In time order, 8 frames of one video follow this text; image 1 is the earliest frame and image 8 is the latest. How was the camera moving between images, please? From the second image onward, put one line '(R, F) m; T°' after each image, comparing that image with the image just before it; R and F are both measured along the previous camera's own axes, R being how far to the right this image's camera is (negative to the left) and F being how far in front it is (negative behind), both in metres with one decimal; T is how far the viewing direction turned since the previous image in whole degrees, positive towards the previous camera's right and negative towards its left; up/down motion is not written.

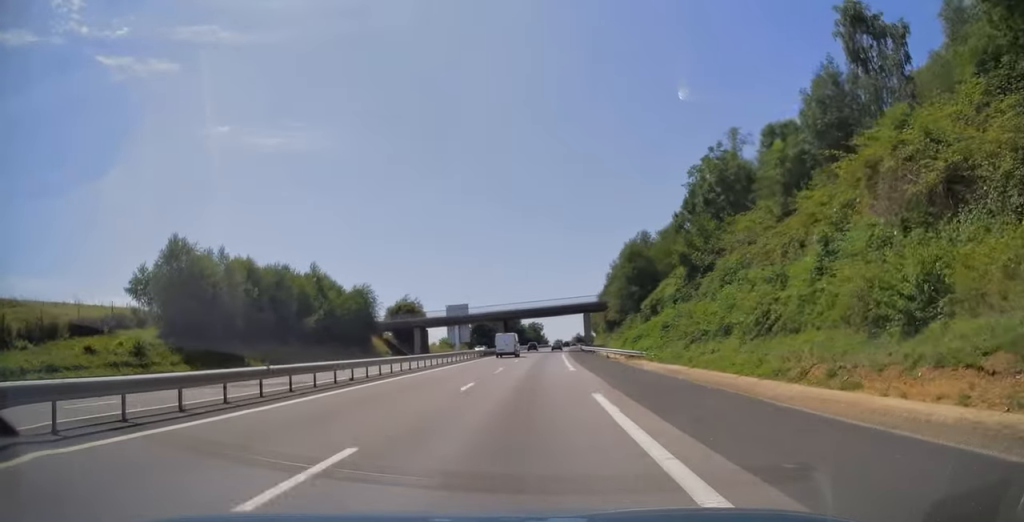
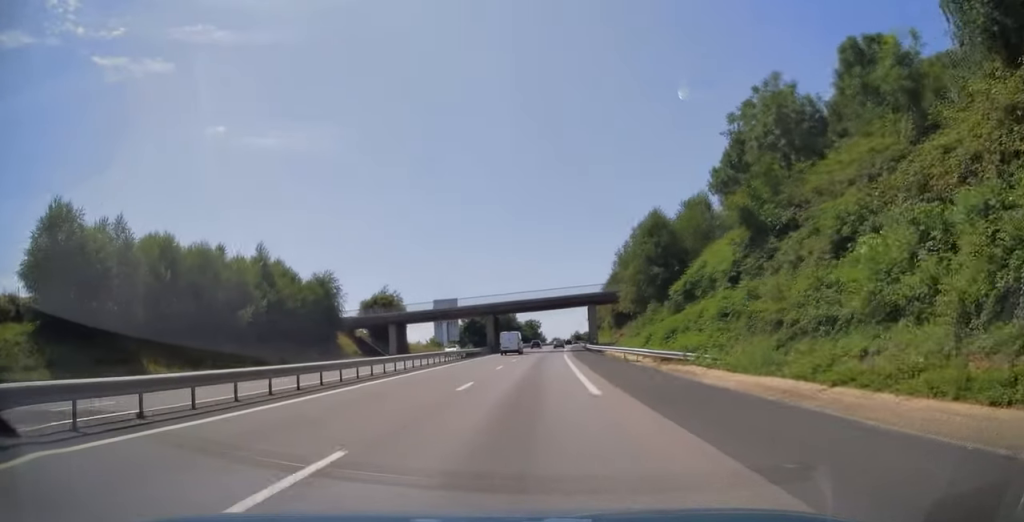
(+0.1, +13.4) m; 0°
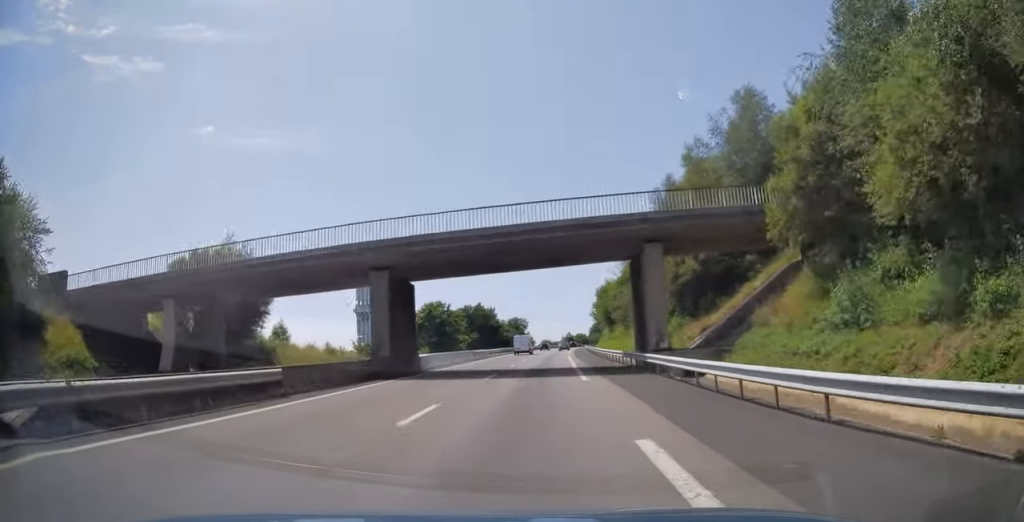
(+0.5, +46.2) m; +1°
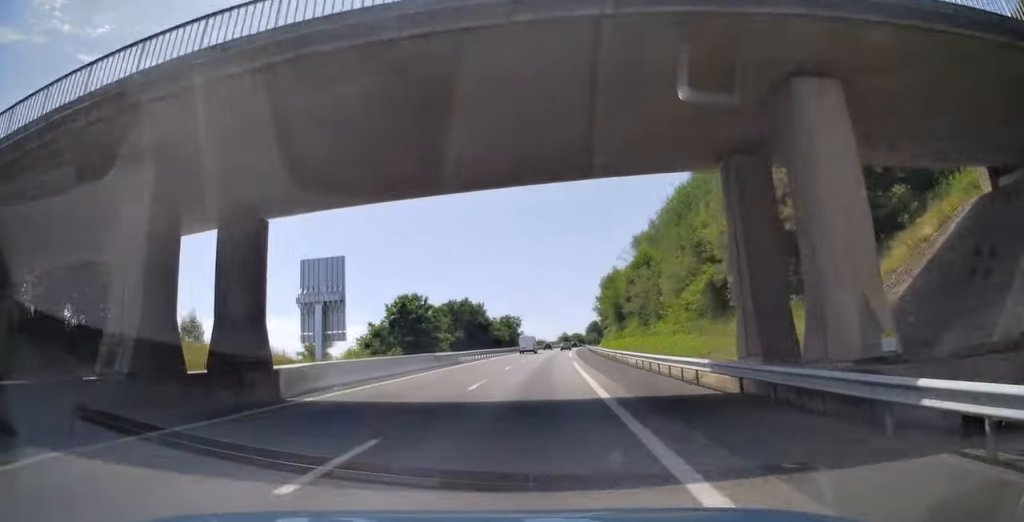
(0.0, +17.7) m; 0°
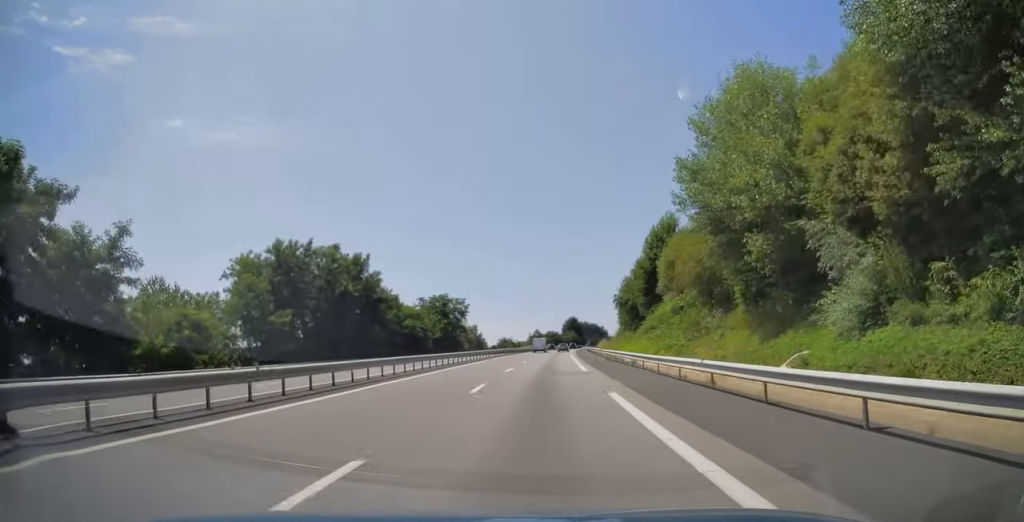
(+2.0, +79.4) m; +3°
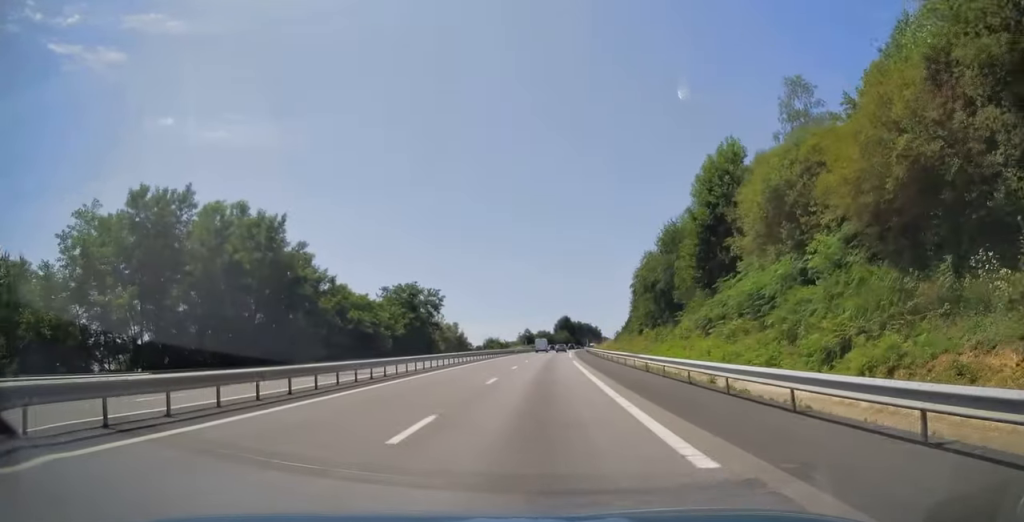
(+0.2, +21.5) m; +1°
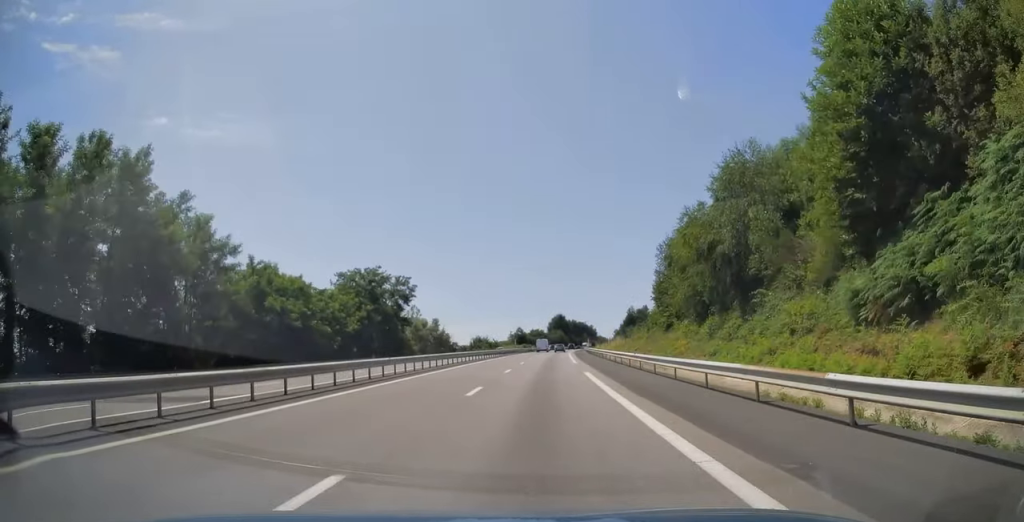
(0.0, +18.3) m; 0°
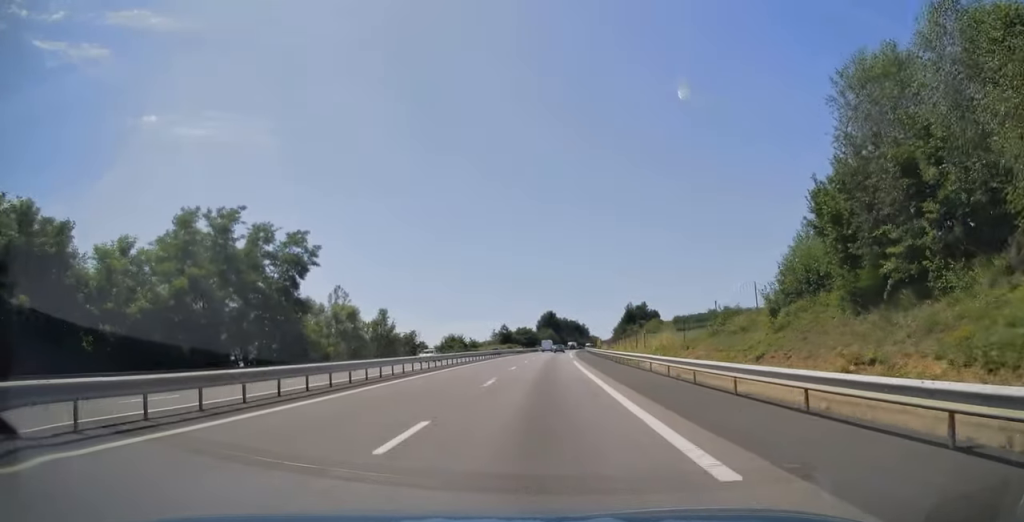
(+0.3, +34.5) m; +1°
